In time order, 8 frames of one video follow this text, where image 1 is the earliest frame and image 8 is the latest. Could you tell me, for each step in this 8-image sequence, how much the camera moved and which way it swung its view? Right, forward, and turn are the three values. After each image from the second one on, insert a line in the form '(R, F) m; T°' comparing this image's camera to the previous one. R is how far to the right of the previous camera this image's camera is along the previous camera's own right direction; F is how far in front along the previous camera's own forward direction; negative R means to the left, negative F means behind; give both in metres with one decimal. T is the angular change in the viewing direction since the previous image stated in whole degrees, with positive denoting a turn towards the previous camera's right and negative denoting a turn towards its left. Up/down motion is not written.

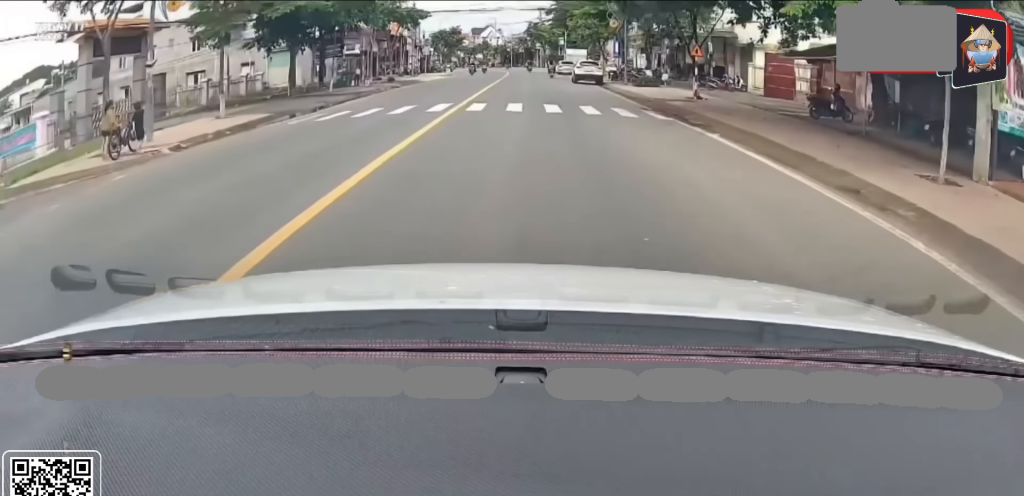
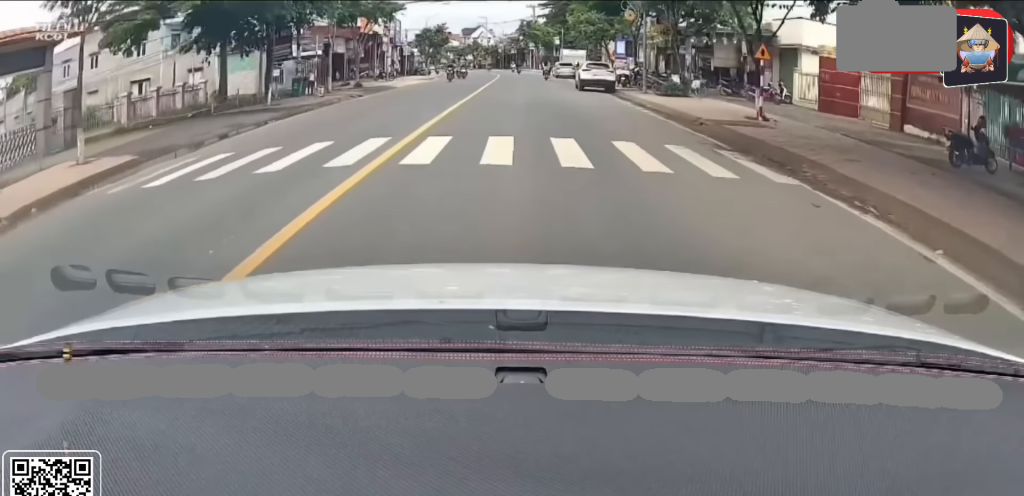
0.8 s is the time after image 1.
(0.0, +8.4) m; +1°
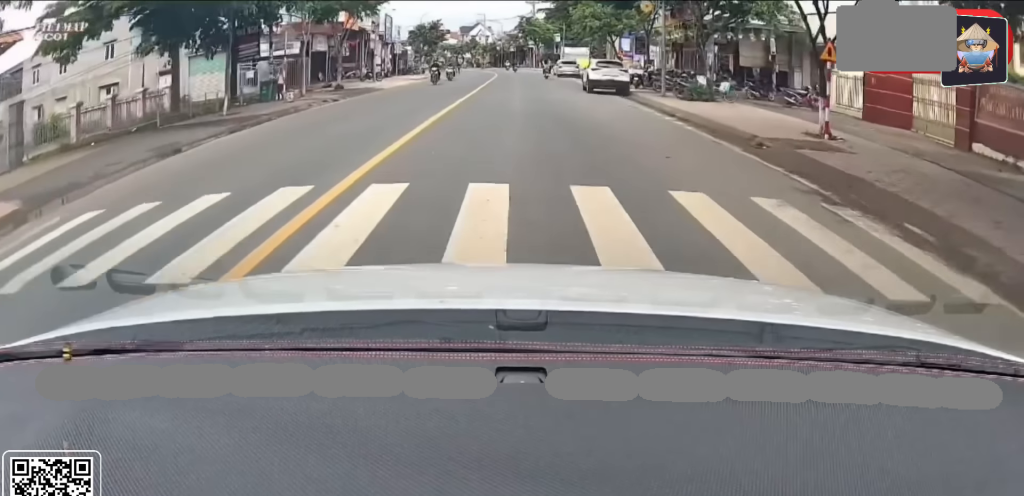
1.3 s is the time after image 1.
(0.0, +4.4) m; 0°
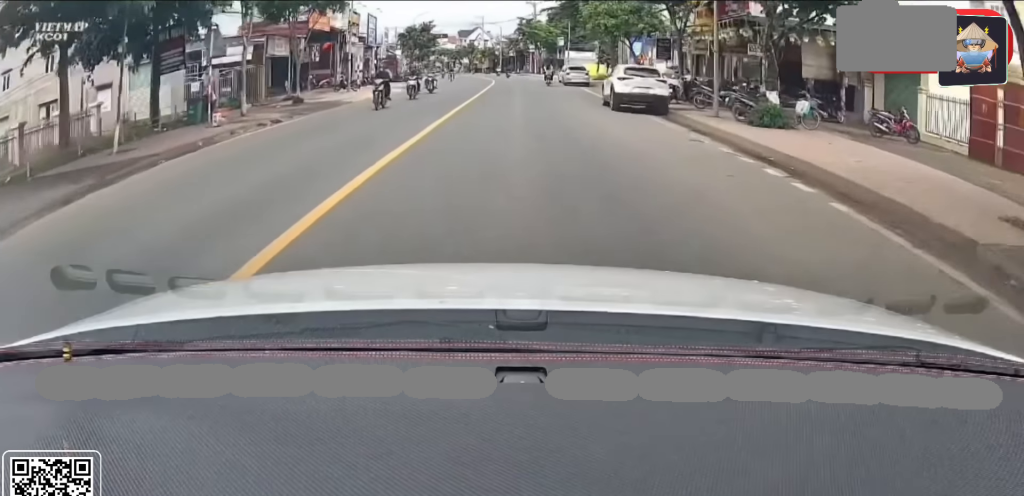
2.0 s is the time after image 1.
(+0.1, +7.2) m; +1°
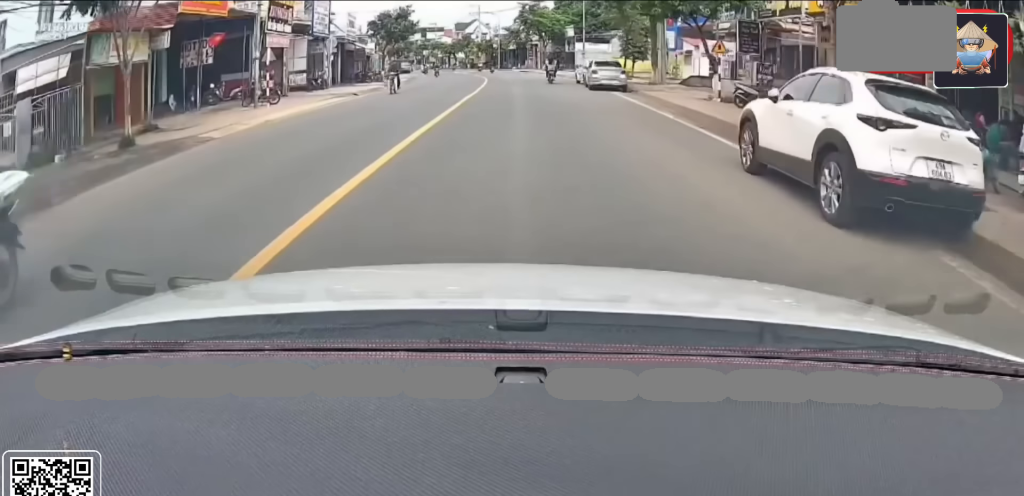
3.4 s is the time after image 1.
(+0.1, +14.9) m; 0°
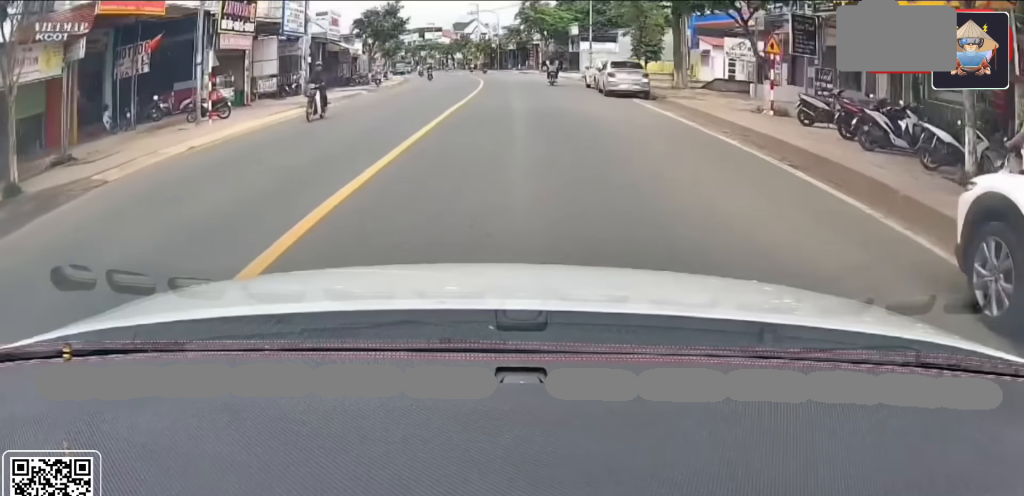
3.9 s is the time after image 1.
(-0.1, +5.4) m; 0°
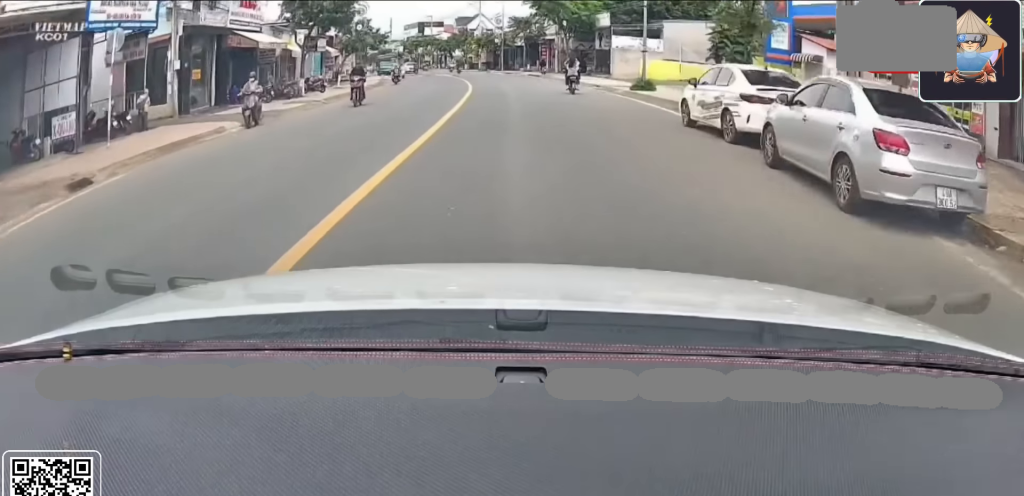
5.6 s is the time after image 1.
(-0.1, +18.4) m; 0°
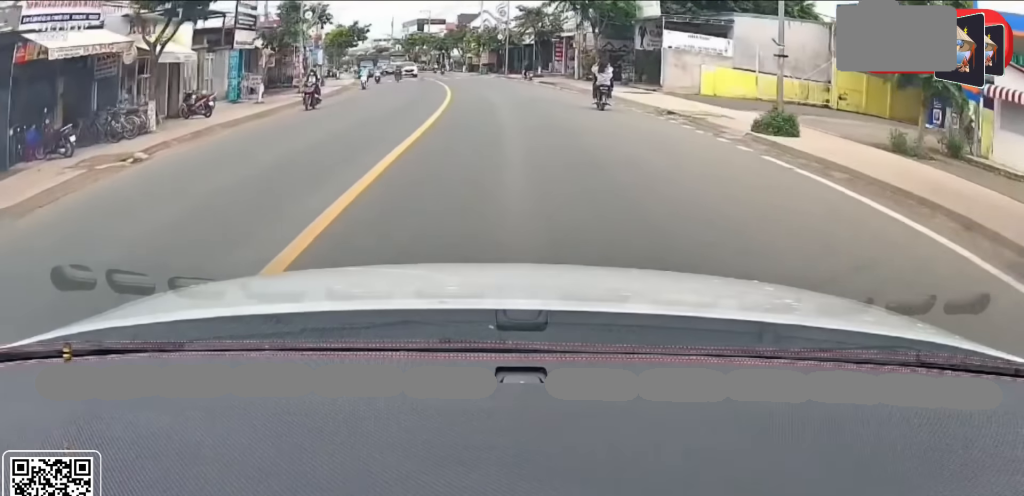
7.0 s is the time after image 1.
(-0.1, +15.9) m; -1°
